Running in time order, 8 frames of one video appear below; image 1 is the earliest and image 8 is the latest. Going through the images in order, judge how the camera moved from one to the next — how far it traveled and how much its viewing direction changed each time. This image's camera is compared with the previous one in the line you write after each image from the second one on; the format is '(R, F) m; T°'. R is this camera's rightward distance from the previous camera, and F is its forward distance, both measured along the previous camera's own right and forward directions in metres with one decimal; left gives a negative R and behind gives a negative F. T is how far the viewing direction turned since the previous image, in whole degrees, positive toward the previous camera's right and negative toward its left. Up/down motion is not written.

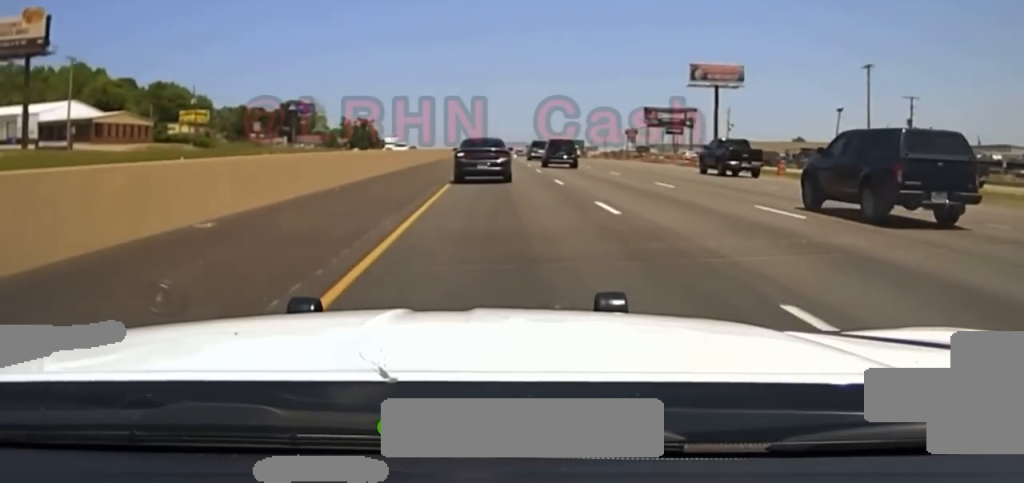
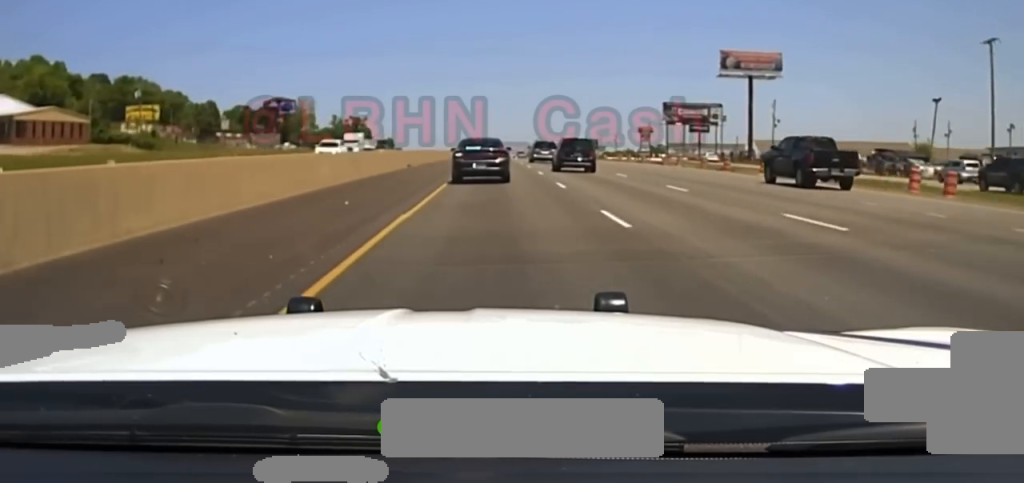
(+0.1, +26.2) m; 0°
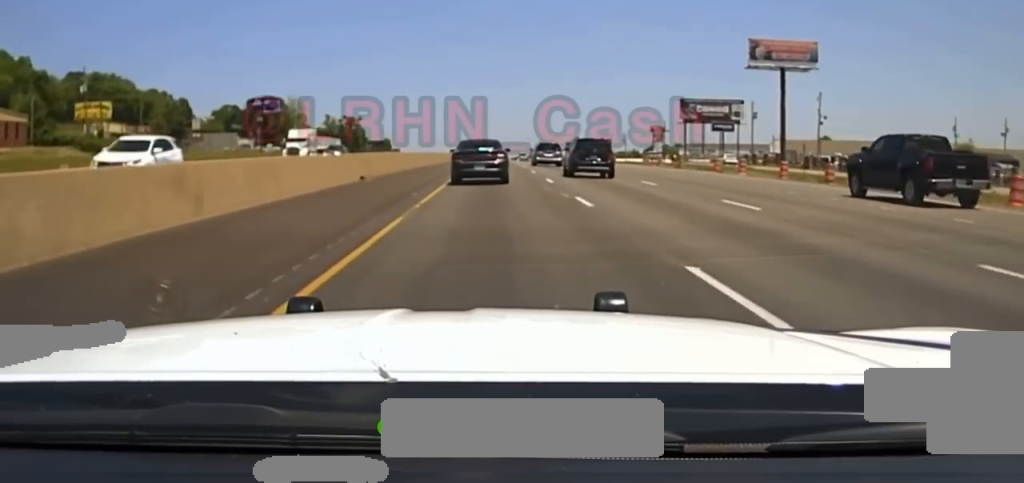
(0.0, +16.9) m; 0°
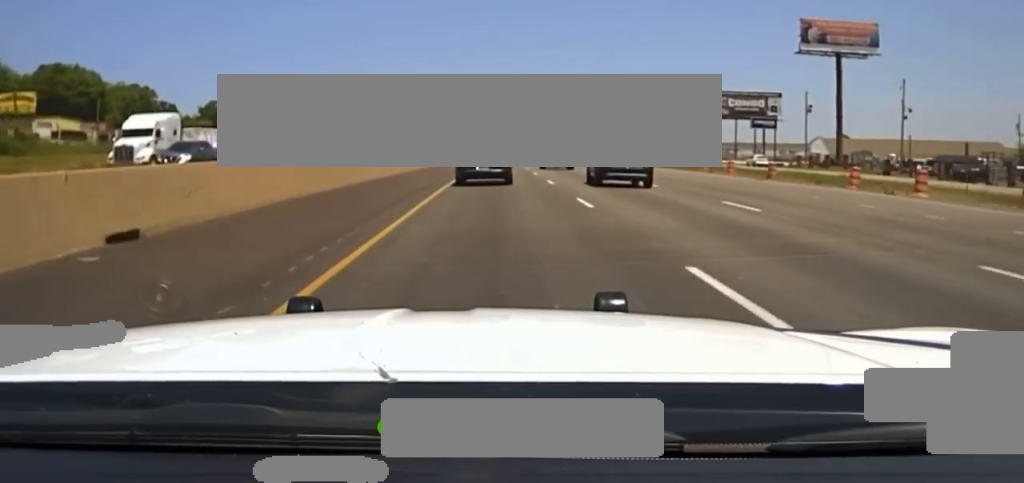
(0.0, +24.0) m; 0°
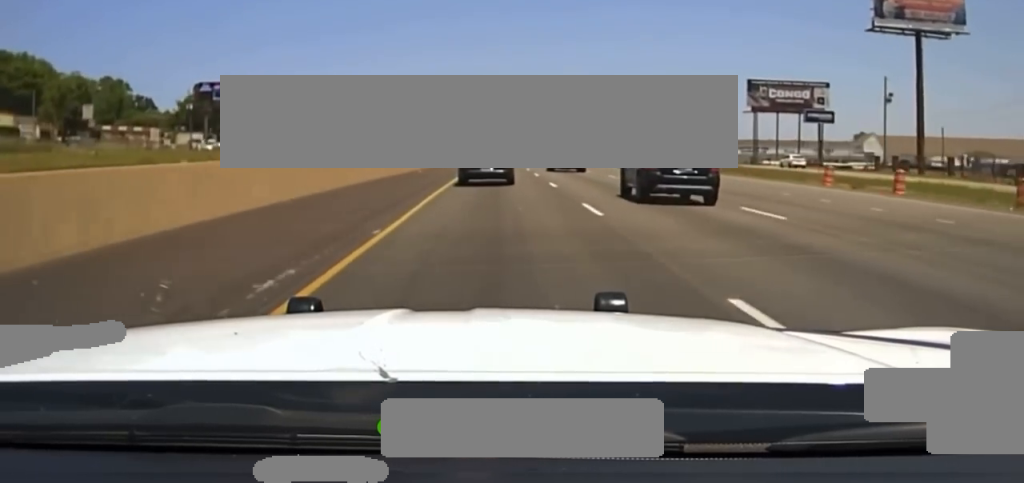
(+0.1, +25.9) m; 0°
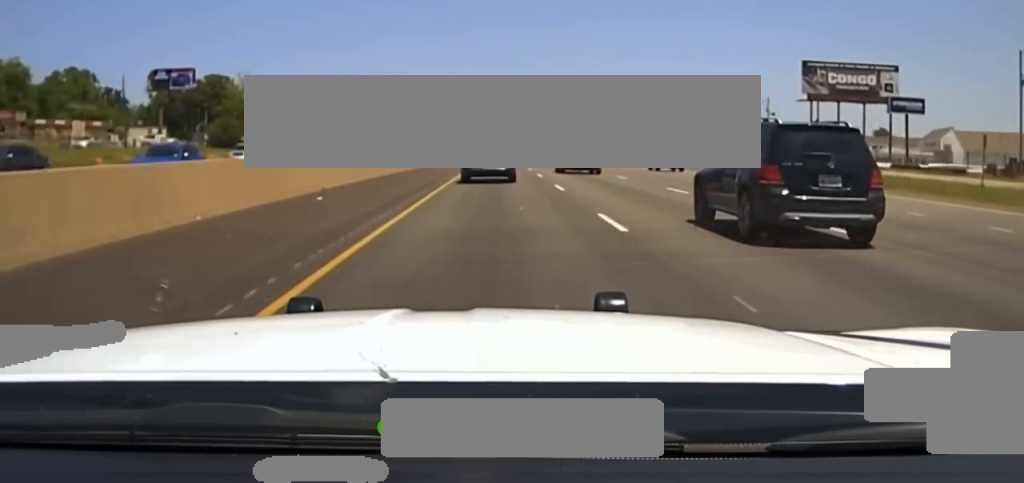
(-0.1, +29.5) m; 0°
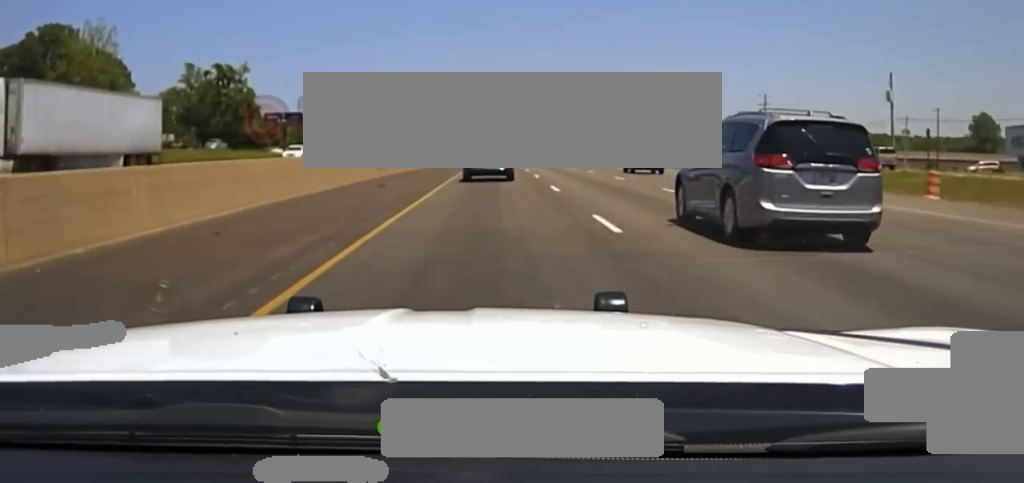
(-0.1, +118.3) m; 0°
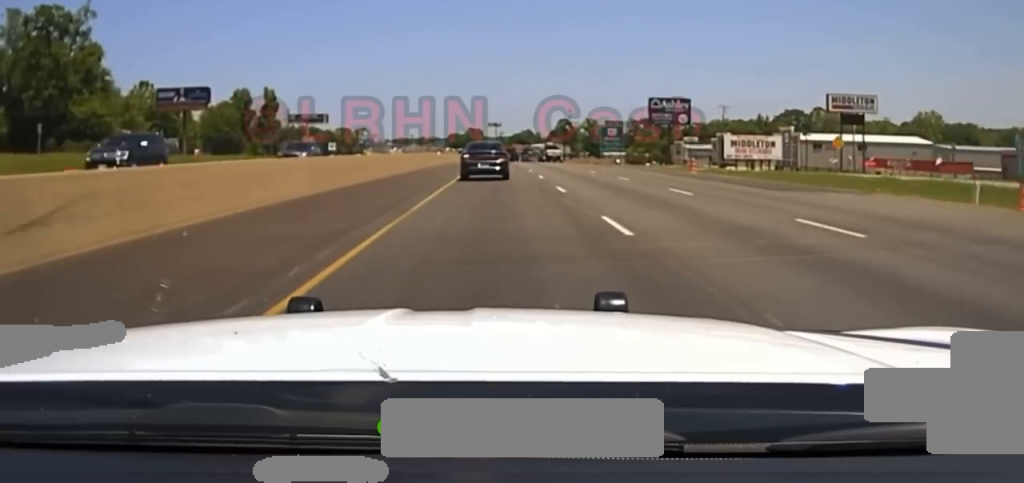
(+0.3, +76.0) m; 0°
